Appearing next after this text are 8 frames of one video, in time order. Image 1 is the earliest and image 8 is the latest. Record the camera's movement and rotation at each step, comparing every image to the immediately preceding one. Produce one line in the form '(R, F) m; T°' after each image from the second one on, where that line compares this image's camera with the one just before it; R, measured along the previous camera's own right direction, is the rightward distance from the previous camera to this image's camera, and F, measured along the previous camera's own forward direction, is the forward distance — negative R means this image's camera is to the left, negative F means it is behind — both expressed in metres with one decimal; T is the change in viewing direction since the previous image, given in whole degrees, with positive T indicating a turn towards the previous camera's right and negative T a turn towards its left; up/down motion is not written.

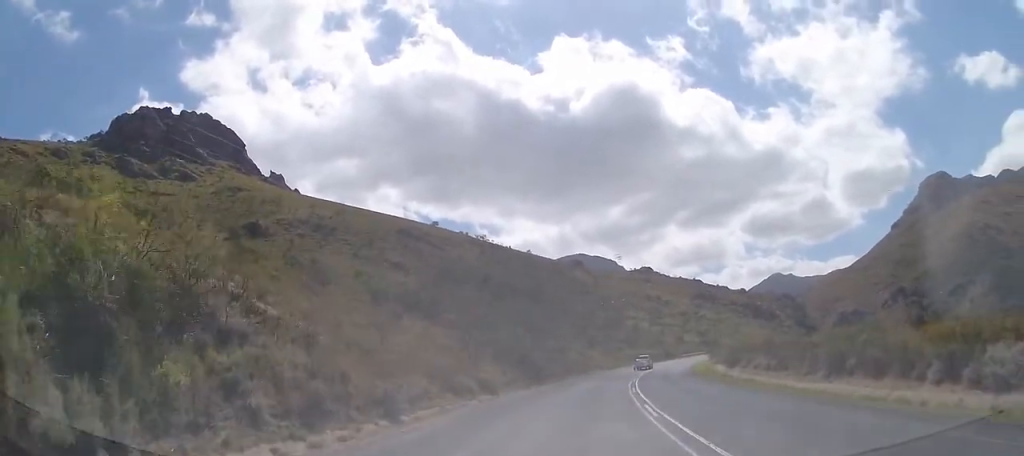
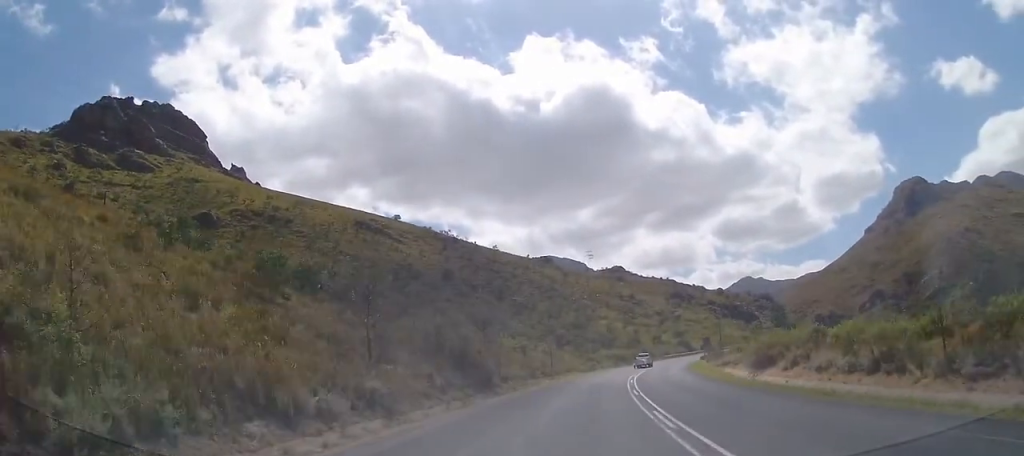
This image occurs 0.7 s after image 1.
(+0.8, +15.2) m; +3°
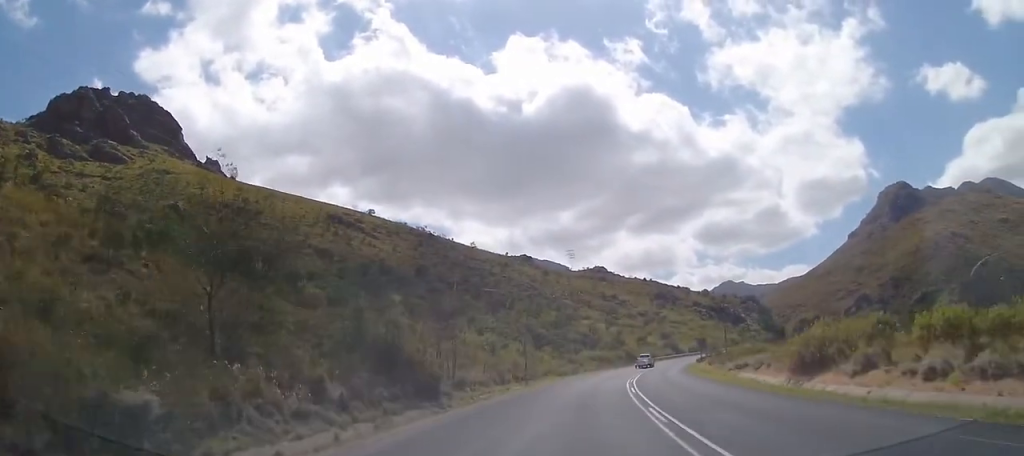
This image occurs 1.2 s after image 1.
(+0.2, +10.4) m; +2°
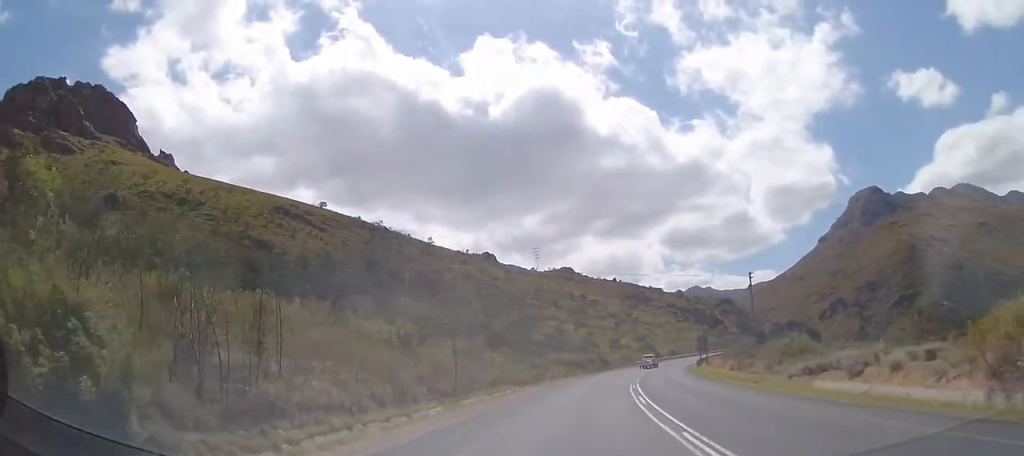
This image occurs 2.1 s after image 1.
(+0.4, +18.2) m; +3°
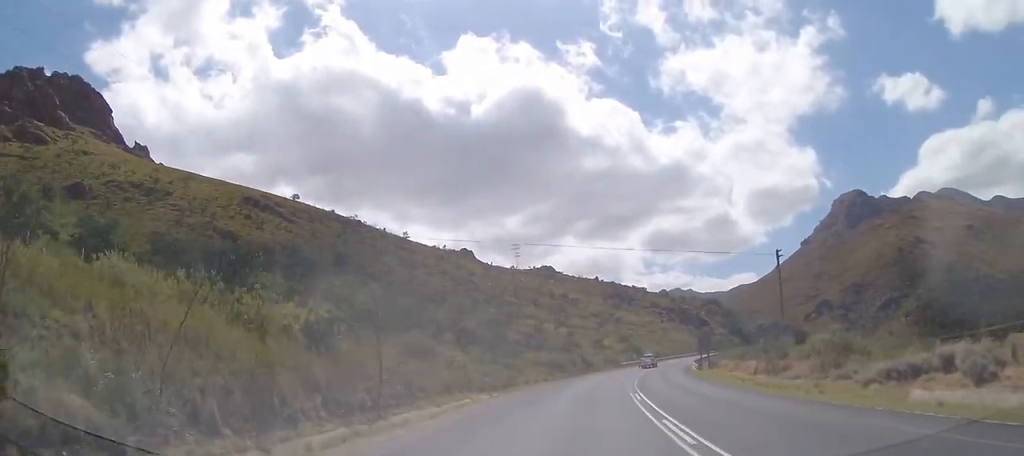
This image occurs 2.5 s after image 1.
(+0.2, +9.2) m; +1°
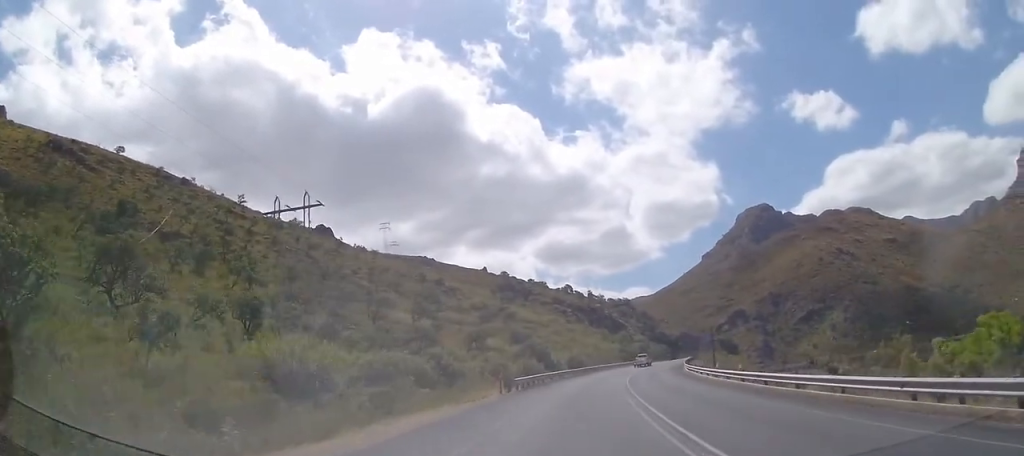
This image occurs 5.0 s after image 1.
(+4.4, +53.1) m; +11°
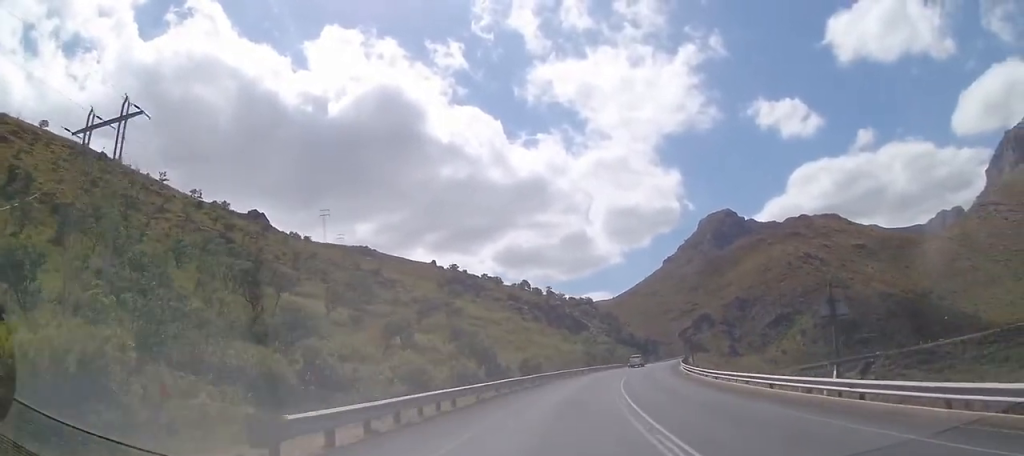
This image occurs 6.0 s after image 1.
(+0.8, +21.3) m; +5°
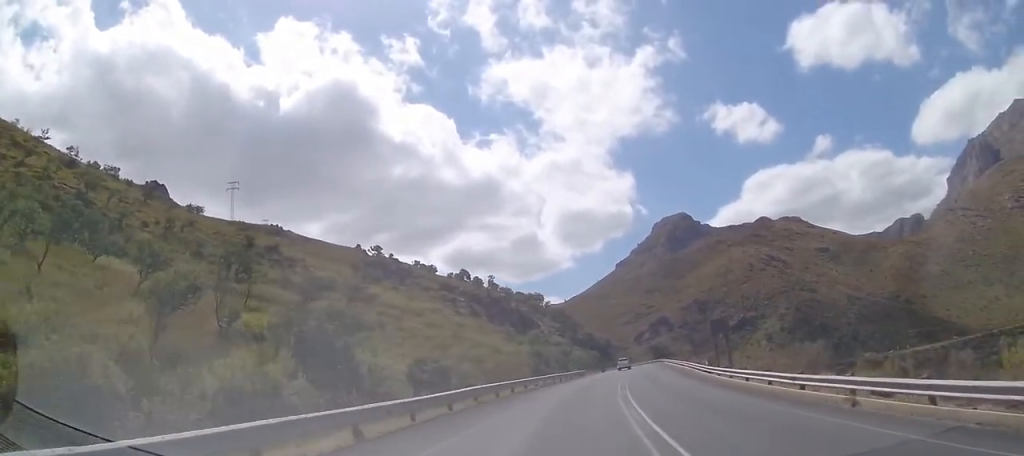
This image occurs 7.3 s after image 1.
(+2.0, +30.1) m; +5°
